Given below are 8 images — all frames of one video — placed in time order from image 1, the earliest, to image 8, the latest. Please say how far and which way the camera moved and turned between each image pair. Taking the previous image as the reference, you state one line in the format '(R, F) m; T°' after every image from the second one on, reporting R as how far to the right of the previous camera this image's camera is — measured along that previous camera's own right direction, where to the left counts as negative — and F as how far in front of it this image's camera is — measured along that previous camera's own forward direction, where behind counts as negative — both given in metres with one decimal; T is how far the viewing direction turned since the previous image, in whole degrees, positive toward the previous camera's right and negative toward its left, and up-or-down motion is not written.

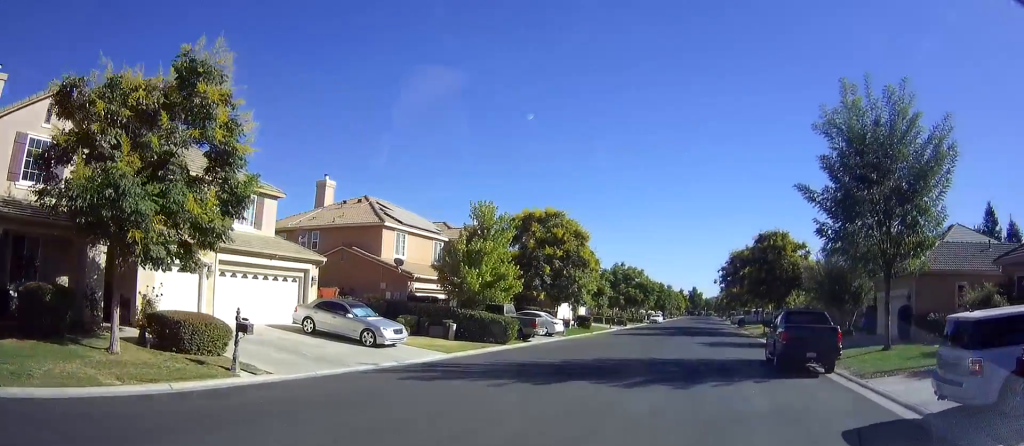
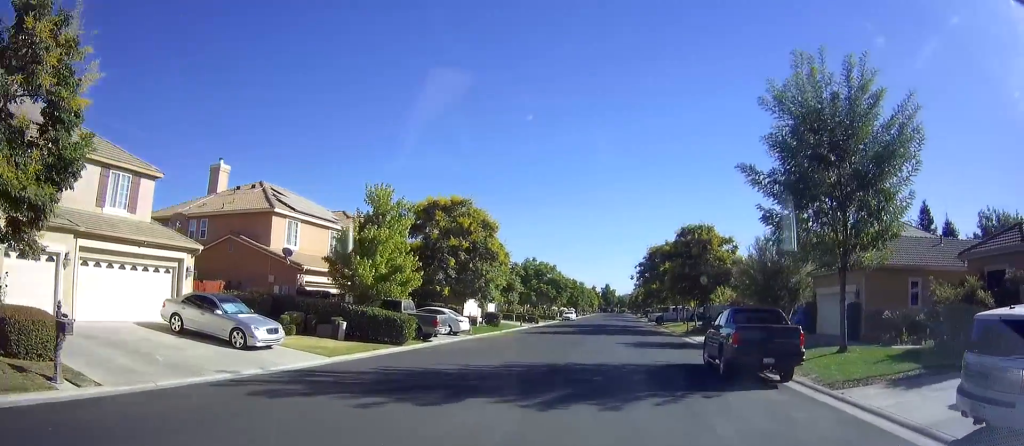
(-0.1, +2.8) m; +11°
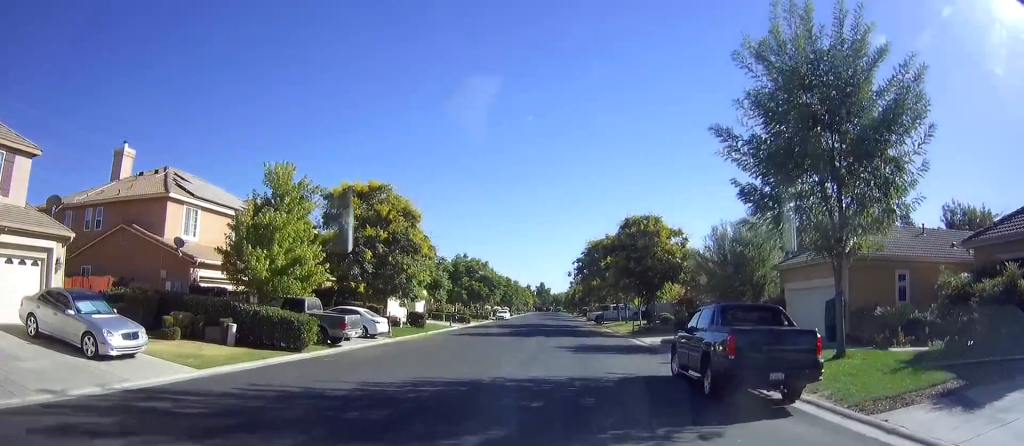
(+0.6, +3.3) m; +9°
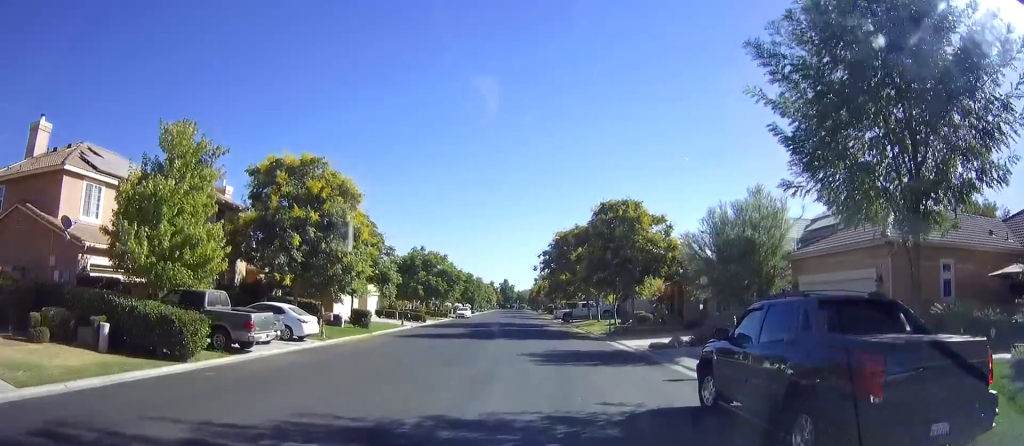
(+0.6, +4.6) m; +4°
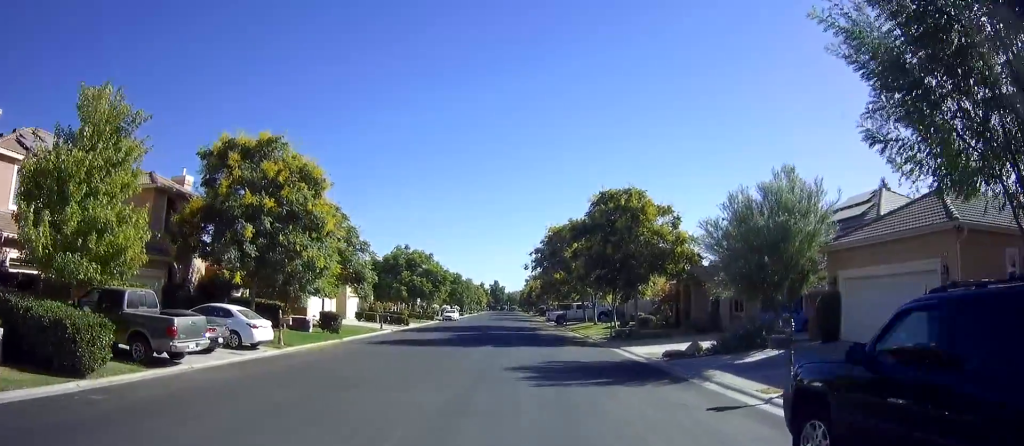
(-0.3, +3.7) m; -4°
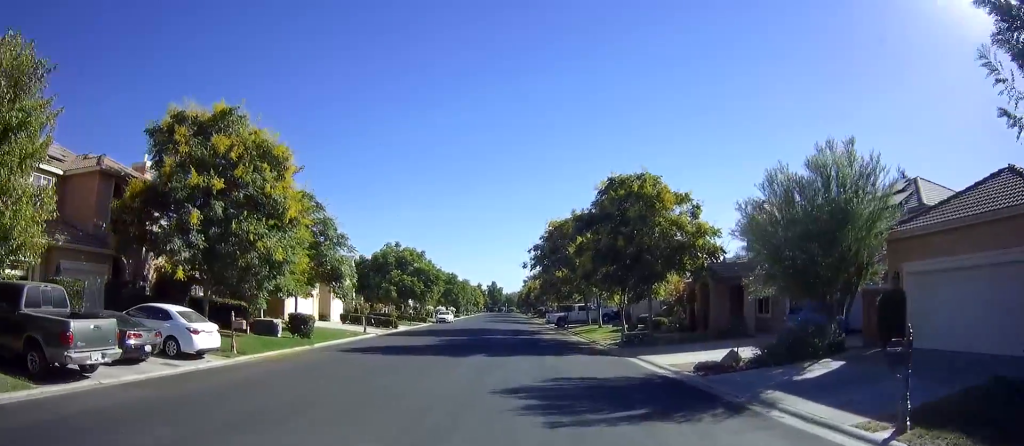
(-0.1, +3.9) m; -1°
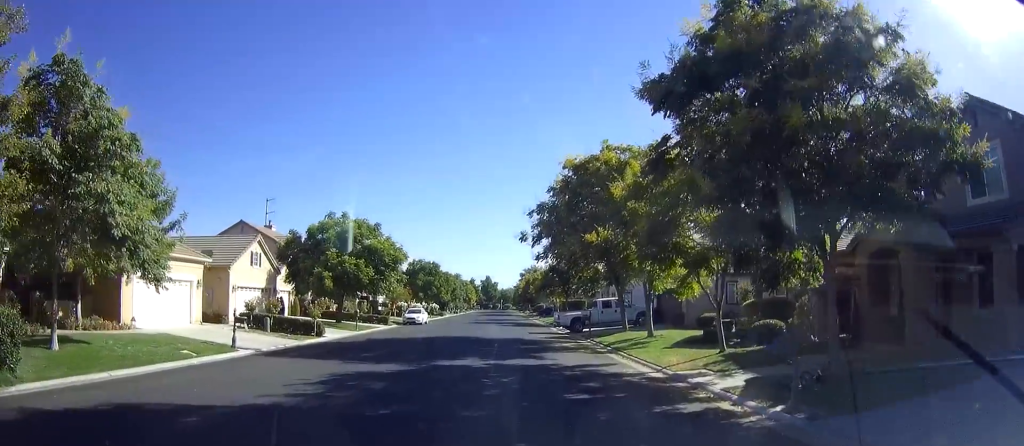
(+0.4, +17.4) m; +7°
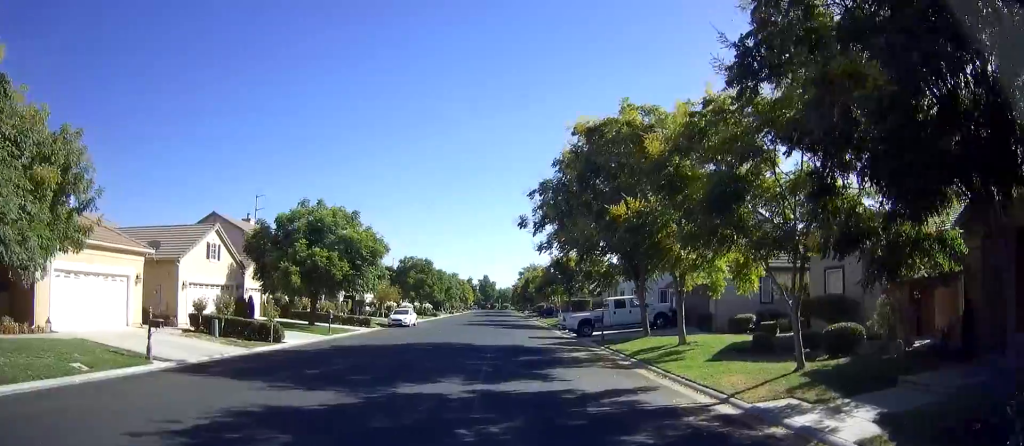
(+0.4, +5.2) m; +5°
